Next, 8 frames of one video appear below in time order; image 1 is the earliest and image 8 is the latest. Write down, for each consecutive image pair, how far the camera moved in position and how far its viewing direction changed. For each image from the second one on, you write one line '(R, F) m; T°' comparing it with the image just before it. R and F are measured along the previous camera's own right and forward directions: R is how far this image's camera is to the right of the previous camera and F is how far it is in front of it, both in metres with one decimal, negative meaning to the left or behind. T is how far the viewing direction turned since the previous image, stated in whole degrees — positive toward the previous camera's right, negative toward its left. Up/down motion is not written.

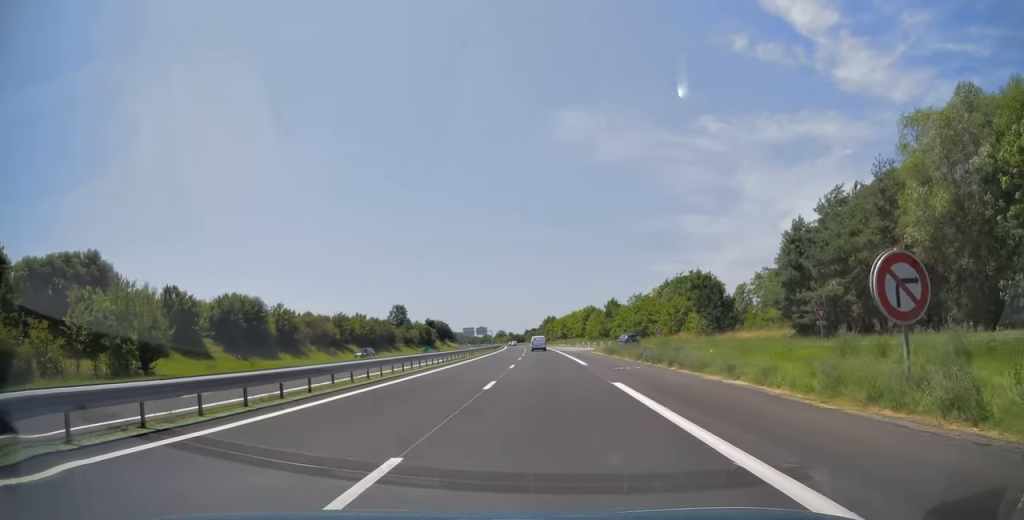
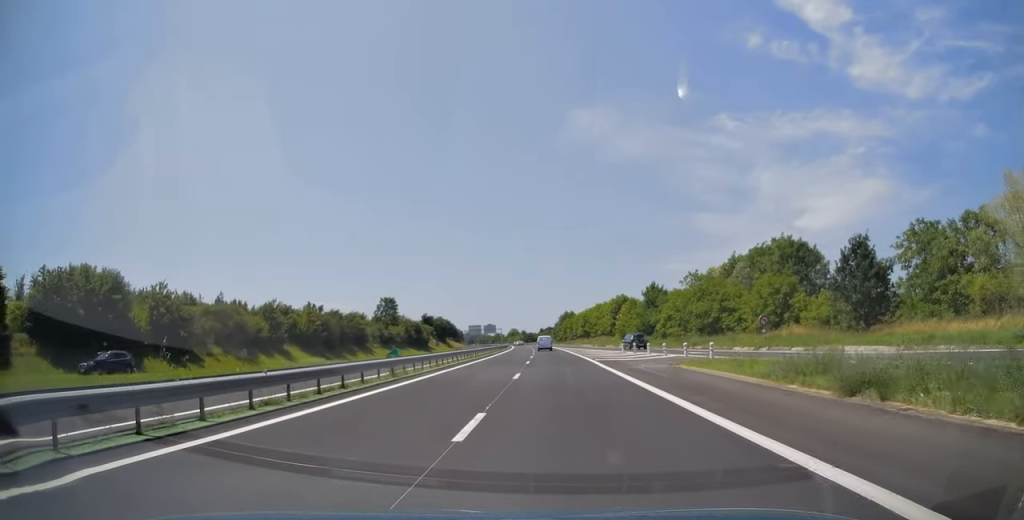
(-0.5, +34.9) m; -1°
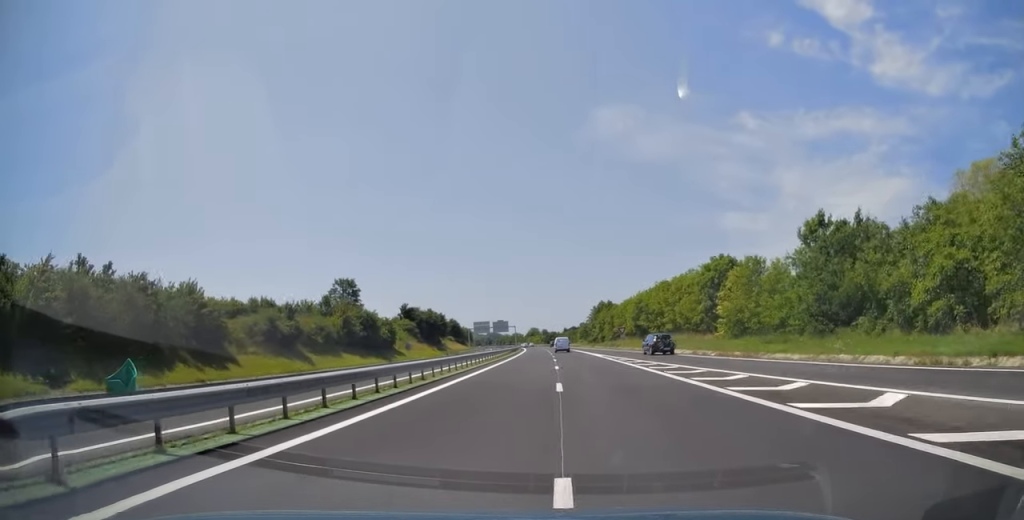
(-1.1, +57.5) m; -2°
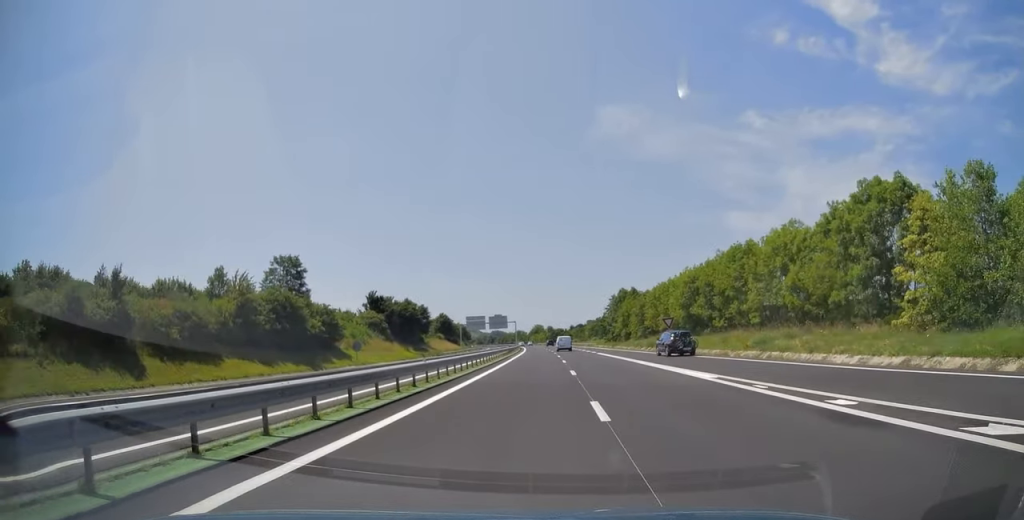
(-0.3, +32.2) m; -1°
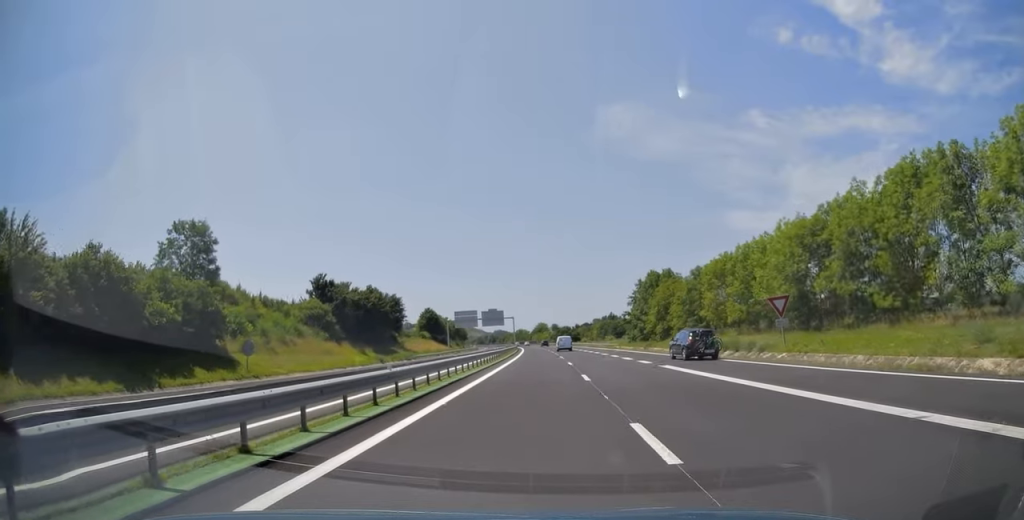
(-0.2, +29.4) m; 0°
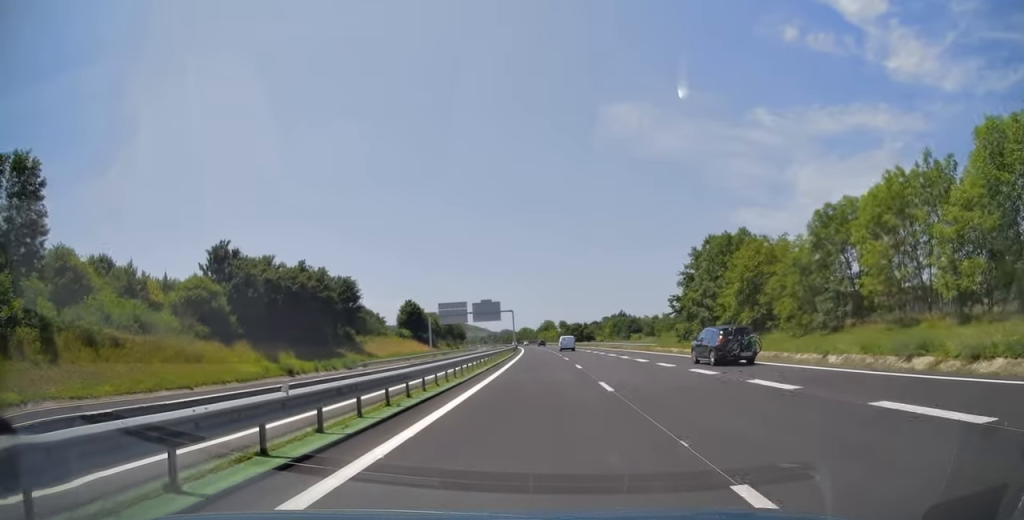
(+0.1, +30.0) m; -1°
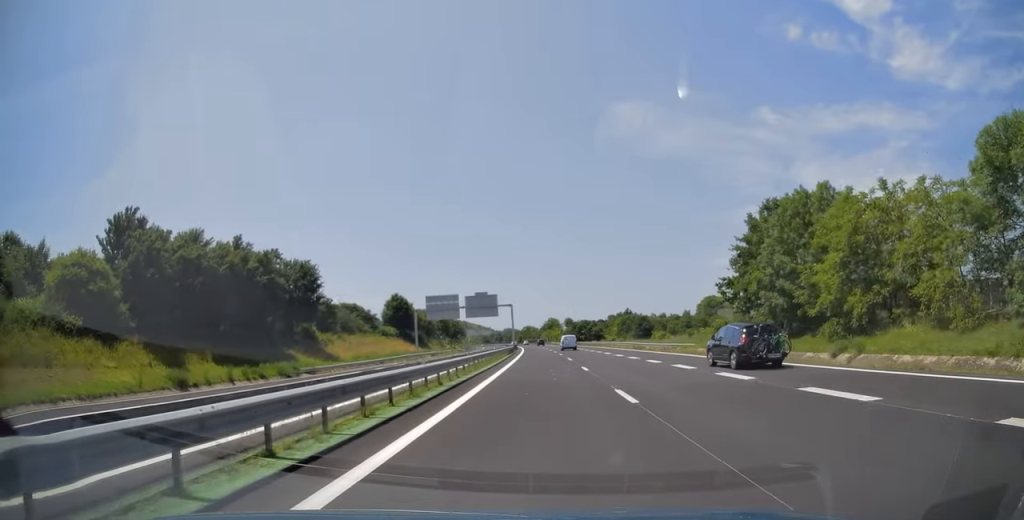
(-0.1, +16.1) m; -1°
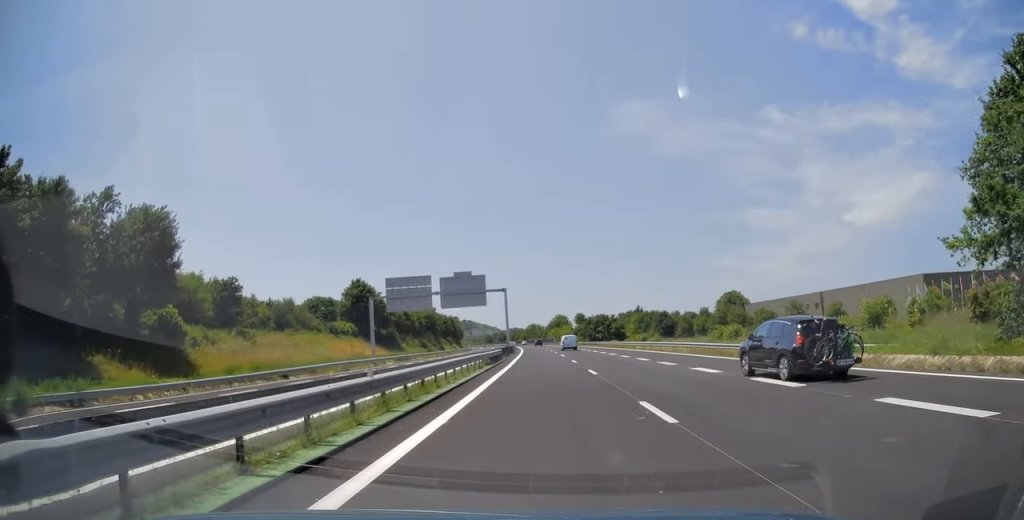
(-0.4, +29.0) m; -1°
